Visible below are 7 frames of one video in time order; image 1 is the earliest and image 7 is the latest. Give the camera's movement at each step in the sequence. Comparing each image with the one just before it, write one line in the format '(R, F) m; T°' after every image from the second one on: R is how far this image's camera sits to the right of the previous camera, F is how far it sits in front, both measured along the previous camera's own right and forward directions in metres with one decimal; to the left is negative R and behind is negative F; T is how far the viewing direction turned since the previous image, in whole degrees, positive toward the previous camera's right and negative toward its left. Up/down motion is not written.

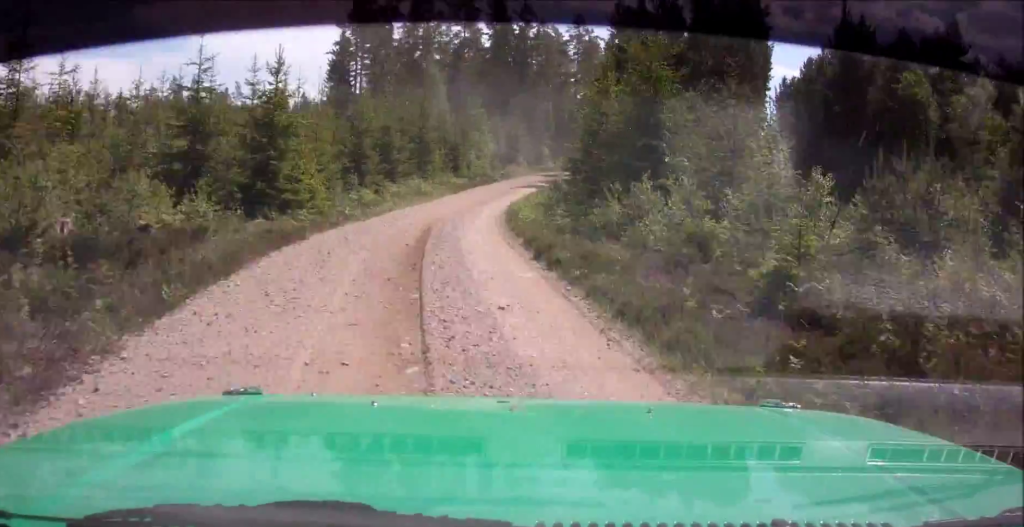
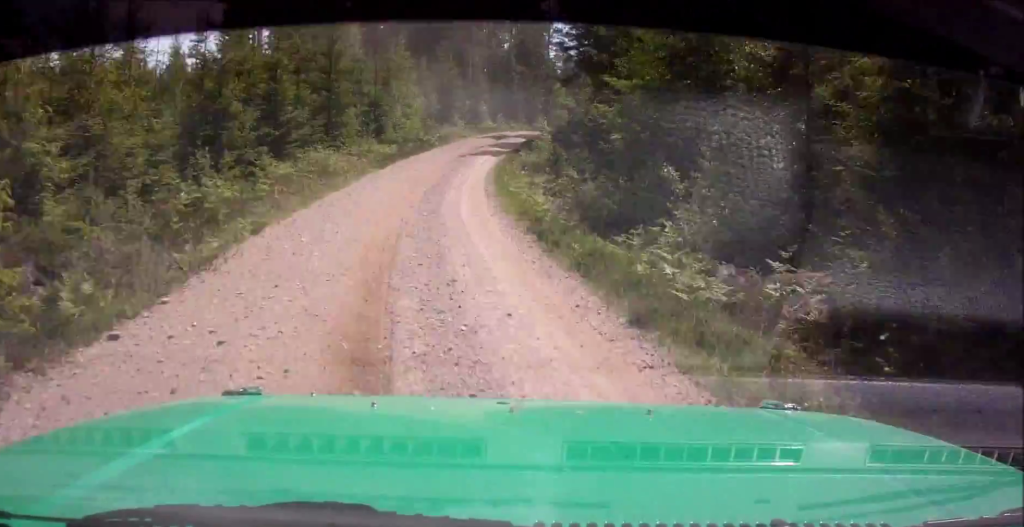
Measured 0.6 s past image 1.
(+0.8, +15.7) m; +6°
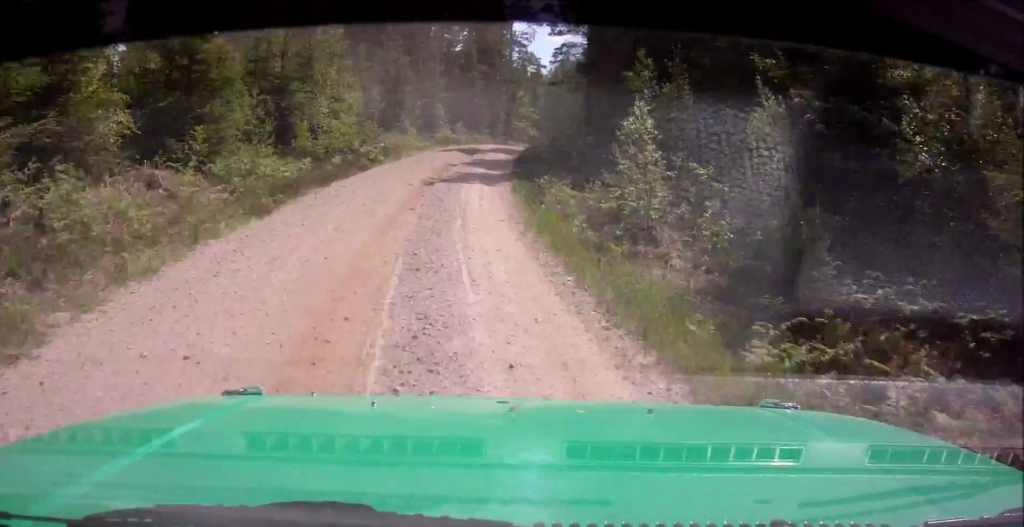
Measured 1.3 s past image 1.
(+0.8, +17.7) m; +6°
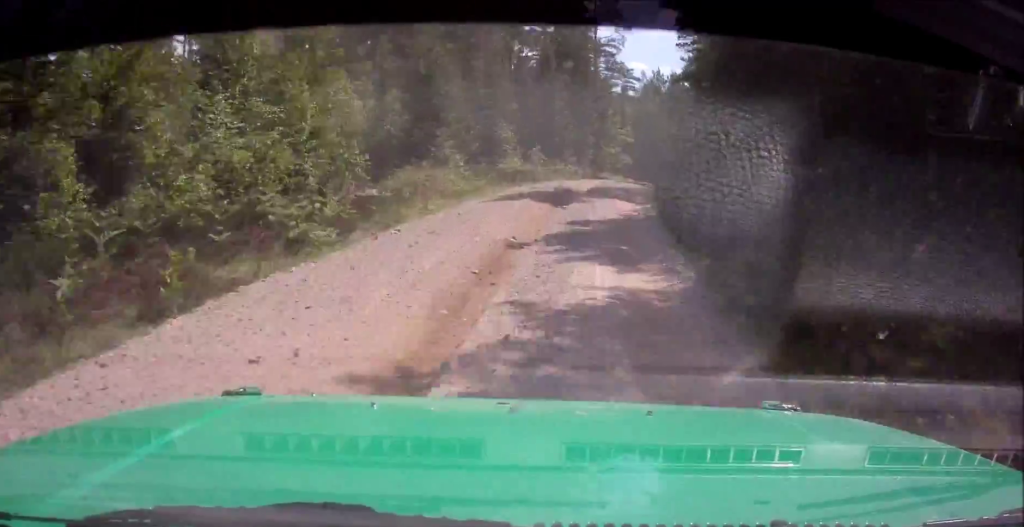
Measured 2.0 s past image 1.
(+1.0, +17.1) m; +3°
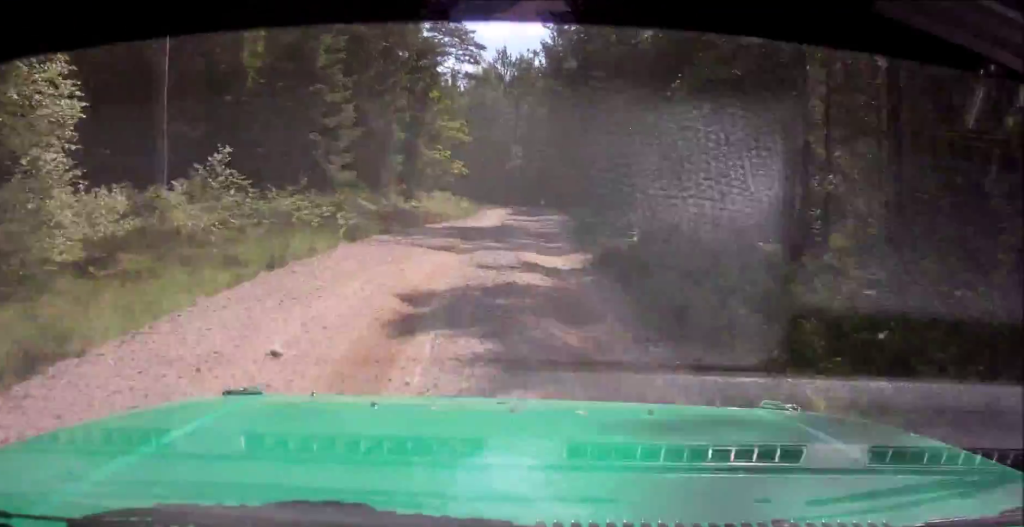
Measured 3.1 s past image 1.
(+0.9, +26.9) m; +2°
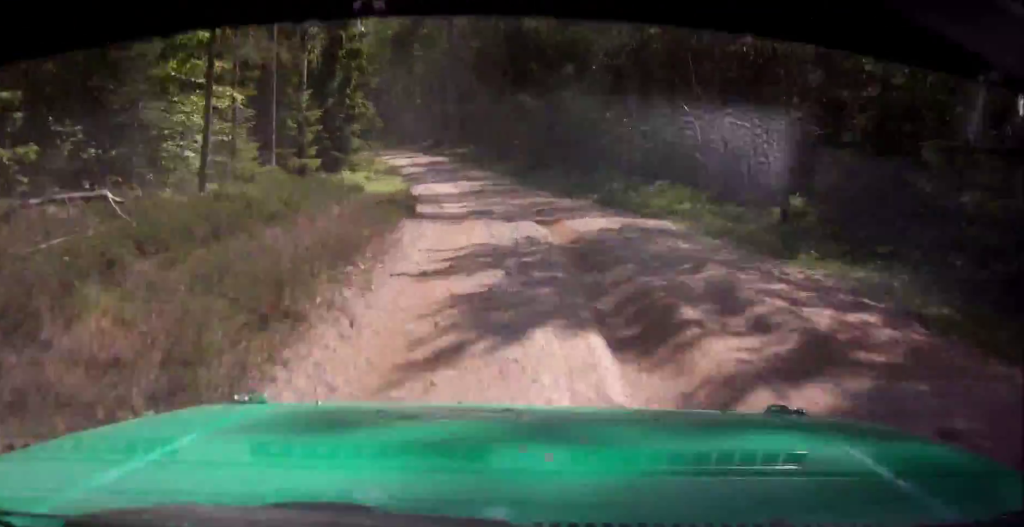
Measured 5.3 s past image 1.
(-1.4, +53.5) m; -5°
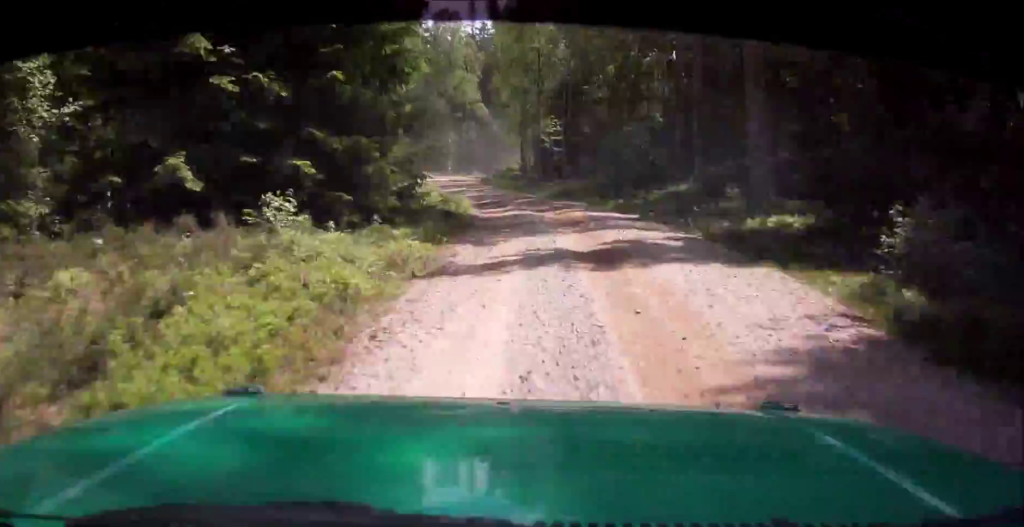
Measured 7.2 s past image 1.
(-5.0, +42.5) m; -17°
